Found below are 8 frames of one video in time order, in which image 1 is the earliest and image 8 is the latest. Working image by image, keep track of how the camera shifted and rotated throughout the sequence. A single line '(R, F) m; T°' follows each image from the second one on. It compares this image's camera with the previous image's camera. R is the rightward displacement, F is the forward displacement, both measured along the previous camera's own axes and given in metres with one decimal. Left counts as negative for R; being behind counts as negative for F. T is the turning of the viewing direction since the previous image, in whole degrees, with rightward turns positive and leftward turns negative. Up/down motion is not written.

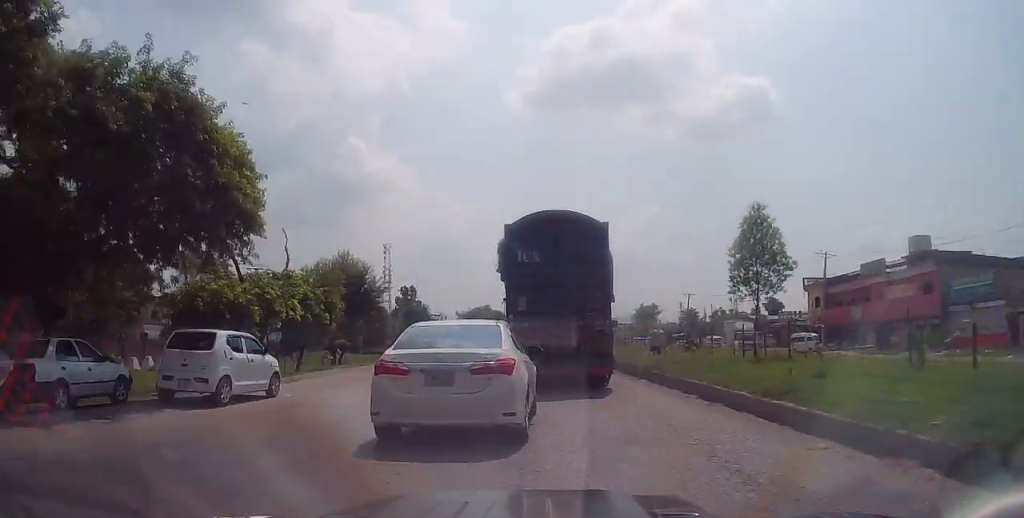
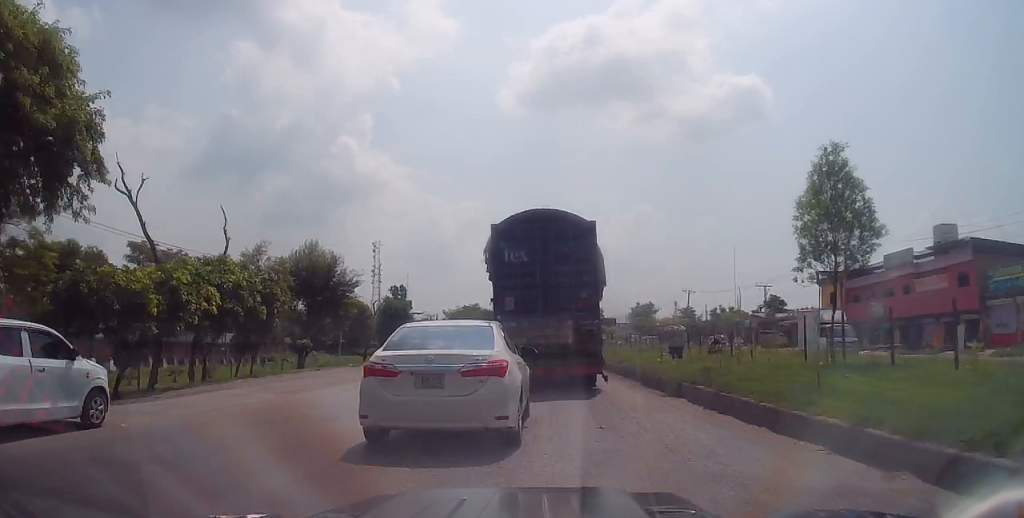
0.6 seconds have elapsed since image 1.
(+0.1, +6.0) m; +1°
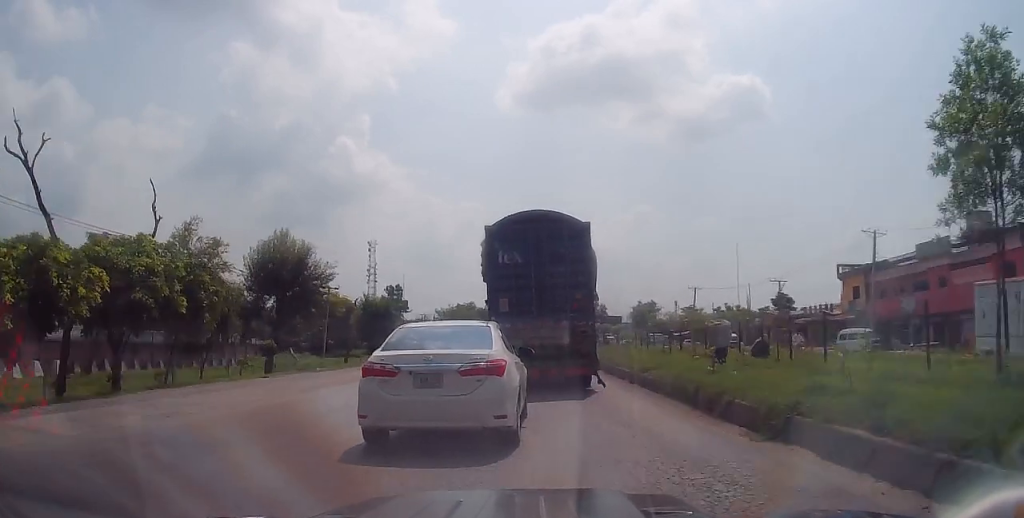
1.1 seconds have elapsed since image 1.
(0.0, +5.6) m; 0°
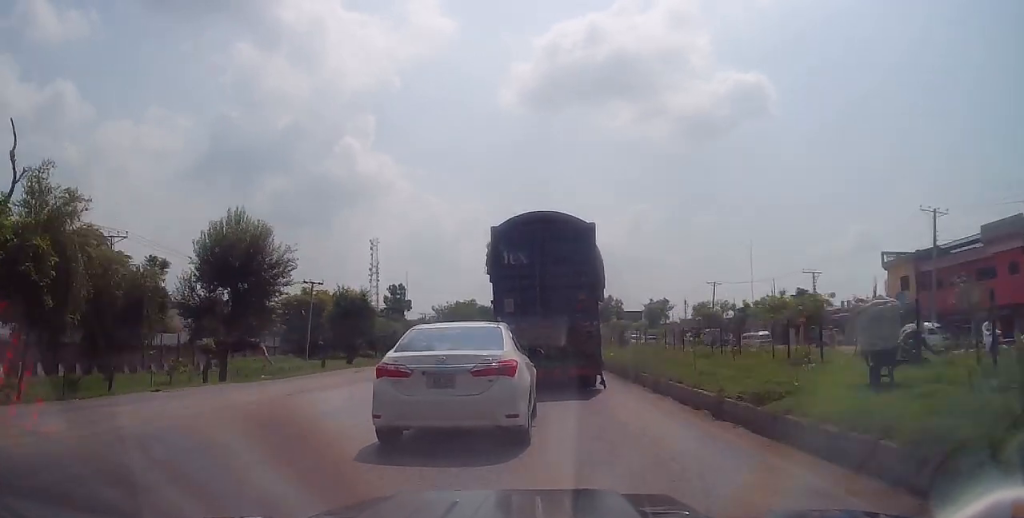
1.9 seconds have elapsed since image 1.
(0.0, +8.0) m; 0°
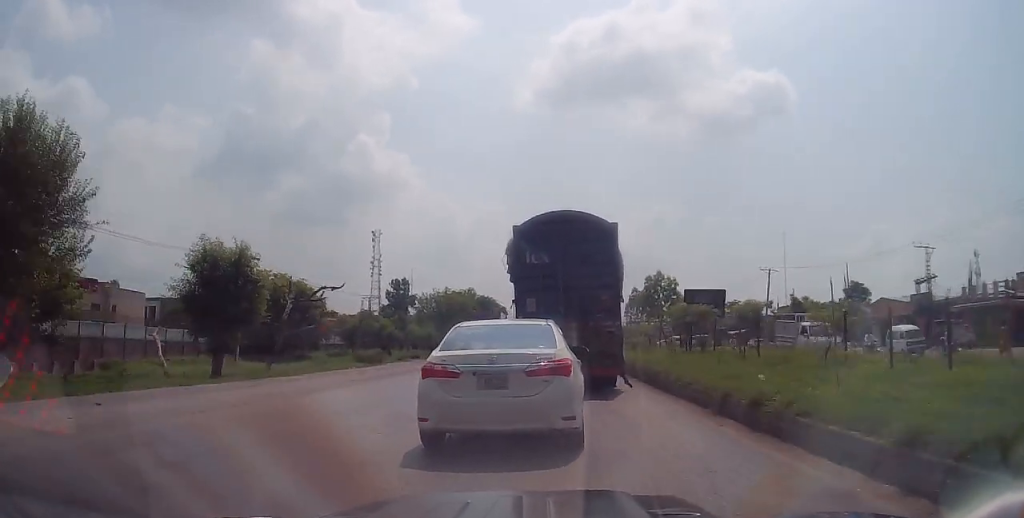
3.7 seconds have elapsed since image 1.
(-0.6, +19.2) m; 0°
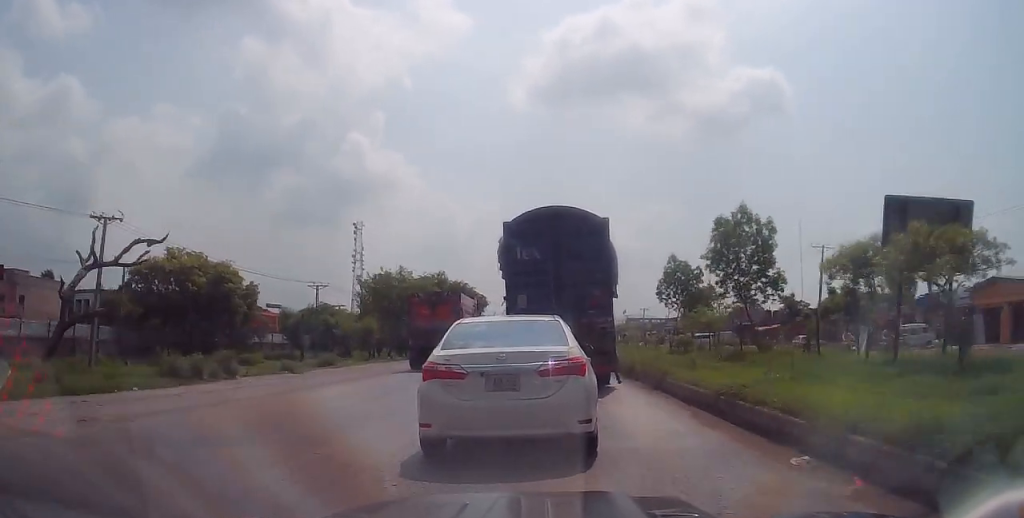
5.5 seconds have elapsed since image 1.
(0.0, +17.5) m; -2°
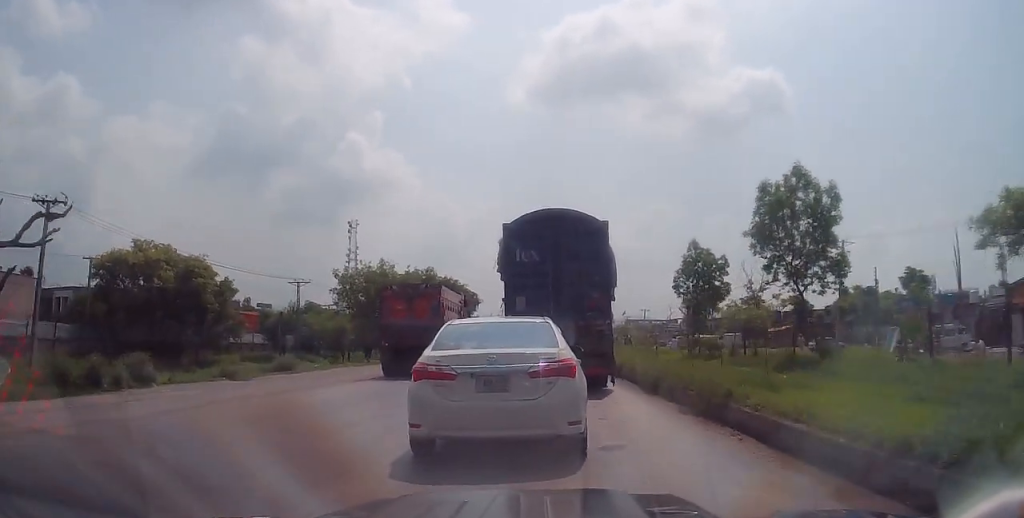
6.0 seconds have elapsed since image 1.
(-0.1, +4.9) m; 0°
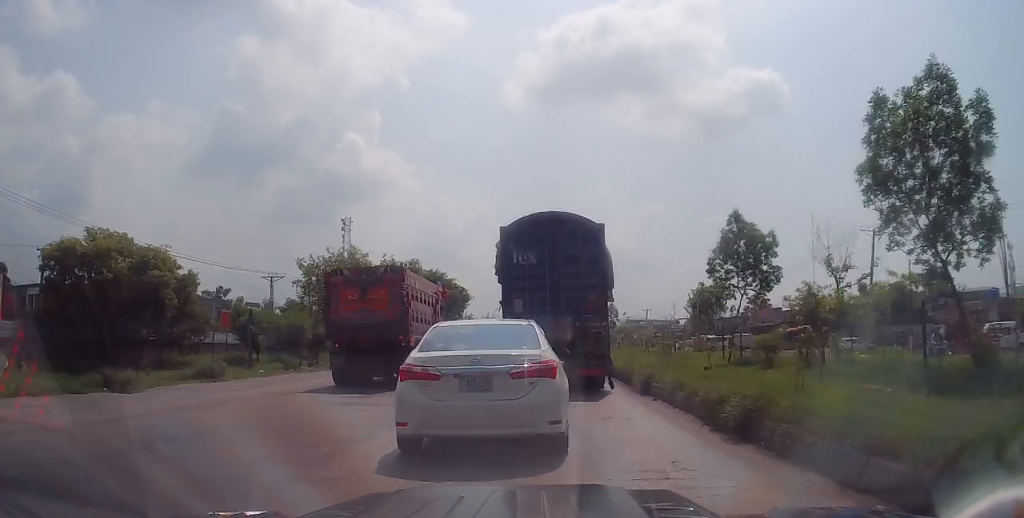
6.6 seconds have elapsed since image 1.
(+0.2, +6.2) m; +2°
